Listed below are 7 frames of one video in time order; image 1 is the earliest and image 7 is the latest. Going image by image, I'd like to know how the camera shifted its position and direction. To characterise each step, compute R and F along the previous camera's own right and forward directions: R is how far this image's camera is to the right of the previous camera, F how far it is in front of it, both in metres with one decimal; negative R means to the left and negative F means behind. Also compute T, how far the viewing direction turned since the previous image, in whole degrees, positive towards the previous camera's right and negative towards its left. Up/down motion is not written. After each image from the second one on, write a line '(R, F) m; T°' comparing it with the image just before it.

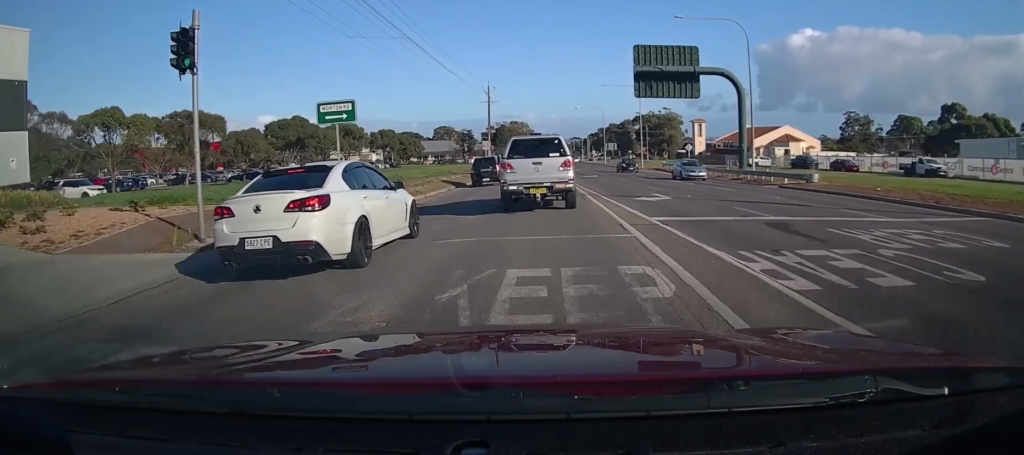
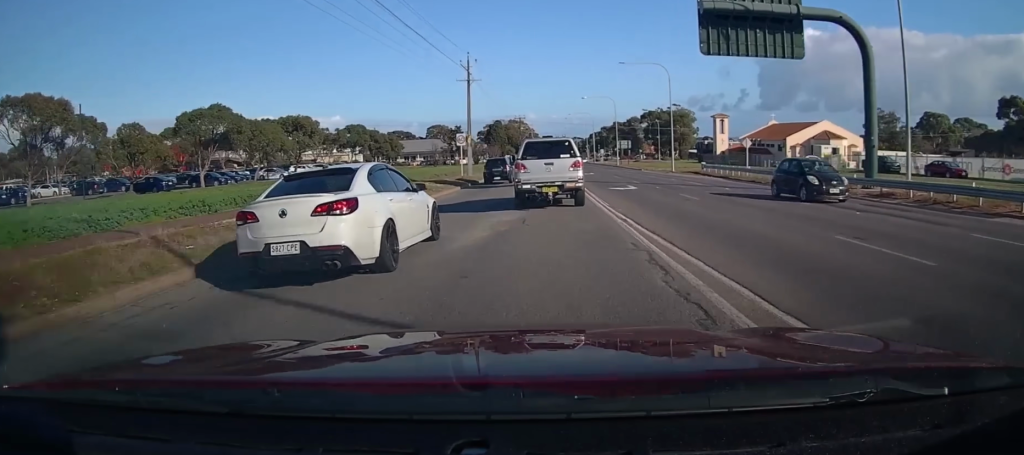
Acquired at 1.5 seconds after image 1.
(-0.2, +17.8) m; -2°
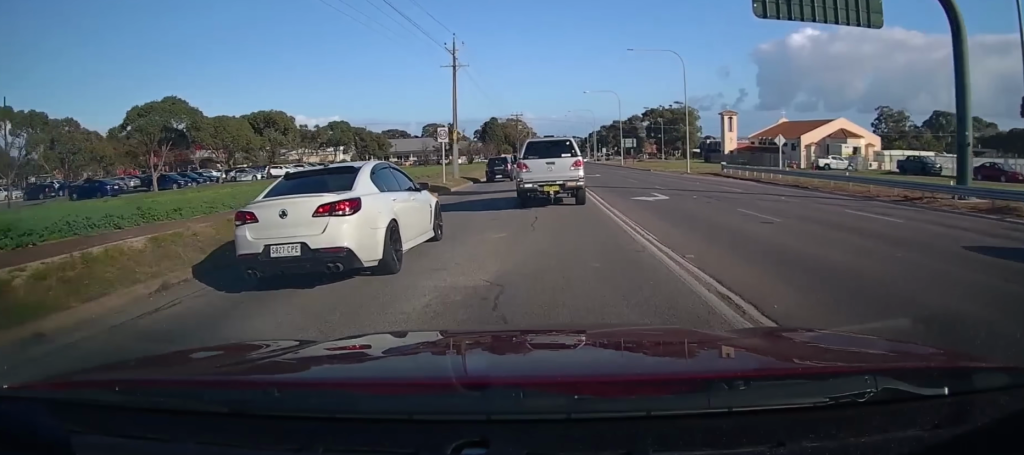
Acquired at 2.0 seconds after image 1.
(-0.2, +6.8) m; 0°
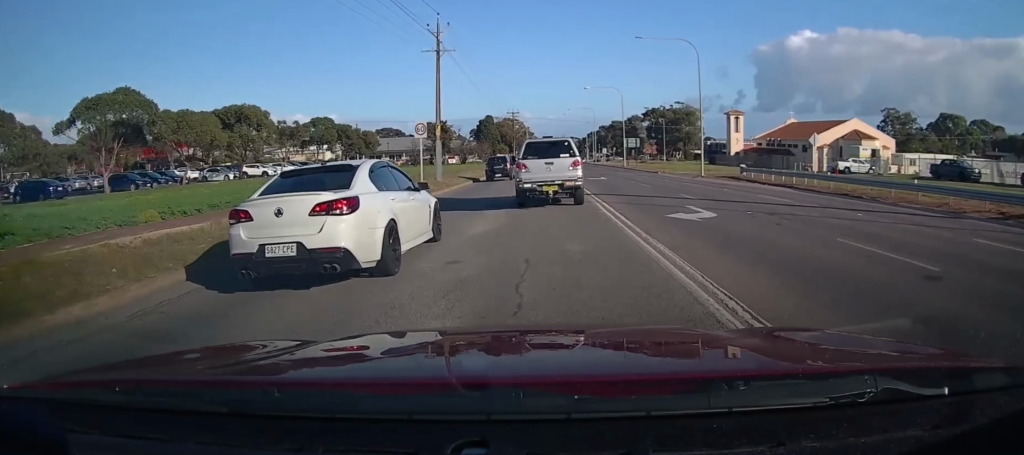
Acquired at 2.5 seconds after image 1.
(0.0, +5.2) m; 0°
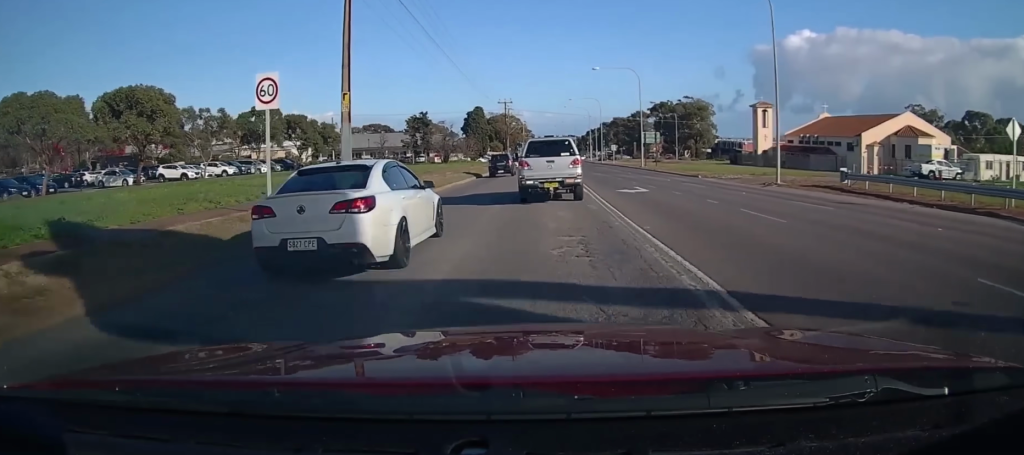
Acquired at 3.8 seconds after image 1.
(+0.3, +16.3) m; +1°
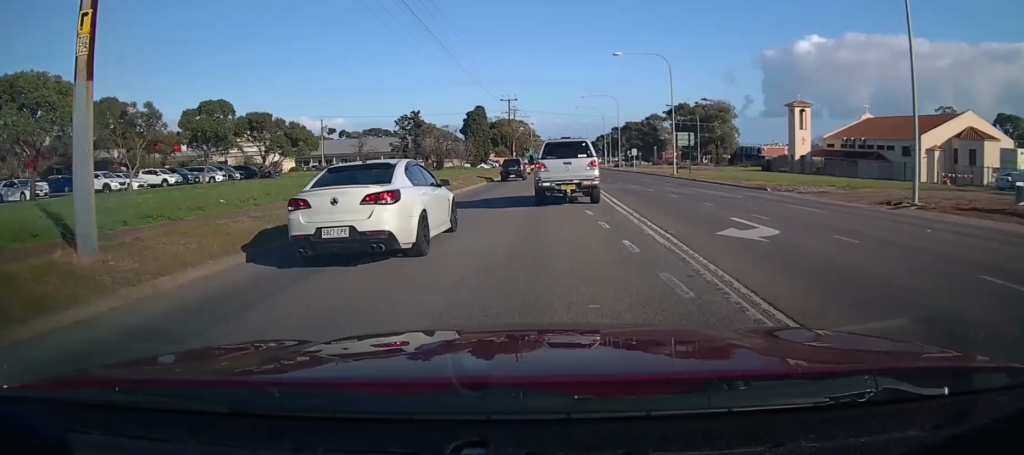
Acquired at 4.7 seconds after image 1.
(0.0, +11.8) m; 0°
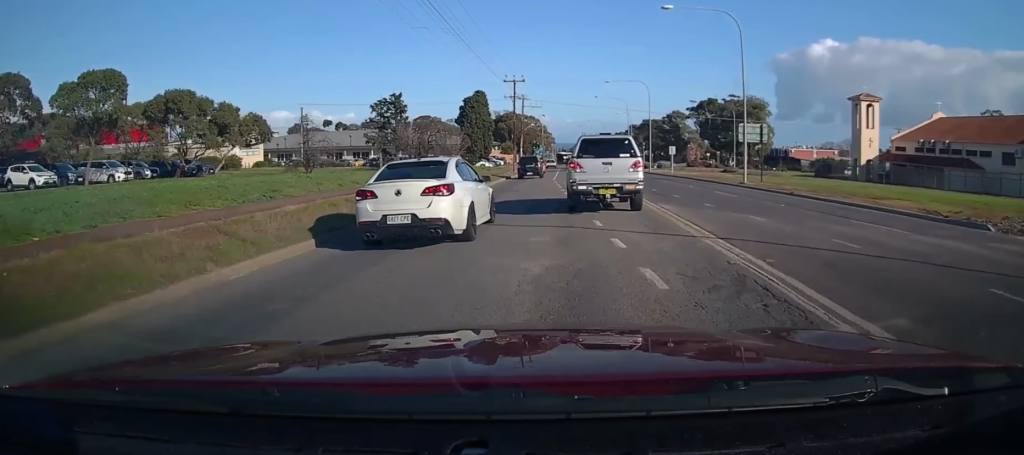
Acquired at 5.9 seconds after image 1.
(-0.1, +15.0) m; -1°
